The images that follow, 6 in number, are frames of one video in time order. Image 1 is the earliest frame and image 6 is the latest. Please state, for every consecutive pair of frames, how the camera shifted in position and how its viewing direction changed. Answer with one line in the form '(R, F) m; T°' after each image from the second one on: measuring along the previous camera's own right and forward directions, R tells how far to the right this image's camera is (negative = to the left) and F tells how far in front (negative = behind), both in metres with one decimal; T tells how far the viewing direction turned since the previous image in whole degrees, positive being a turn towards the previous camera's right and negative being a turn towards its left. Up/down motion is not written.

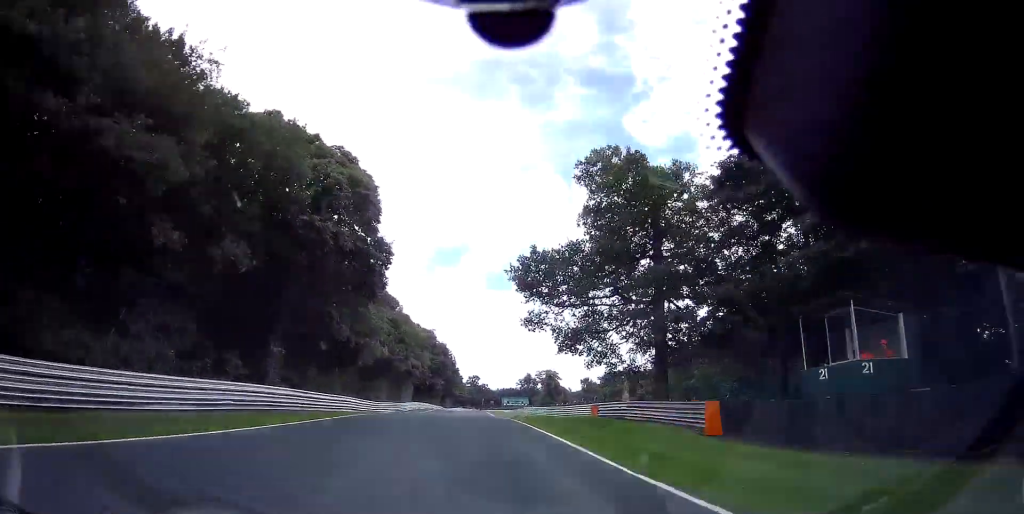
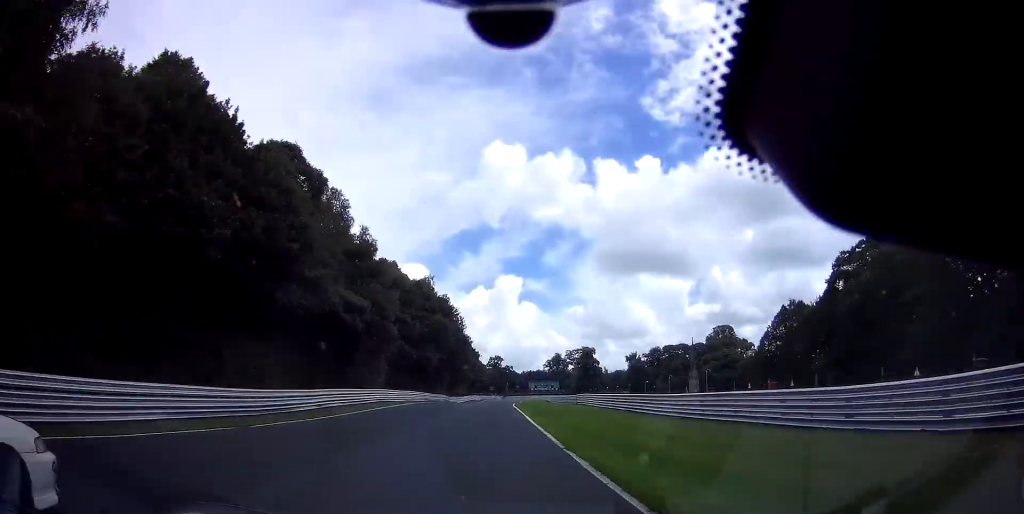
(-2.5, +42.6) m; -4°
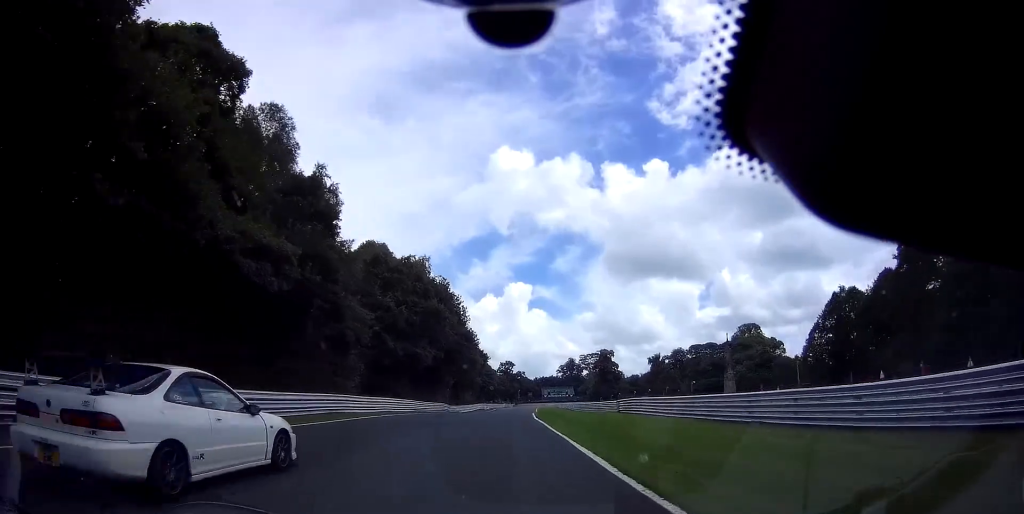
(-0.1, +15.7) m; -1°
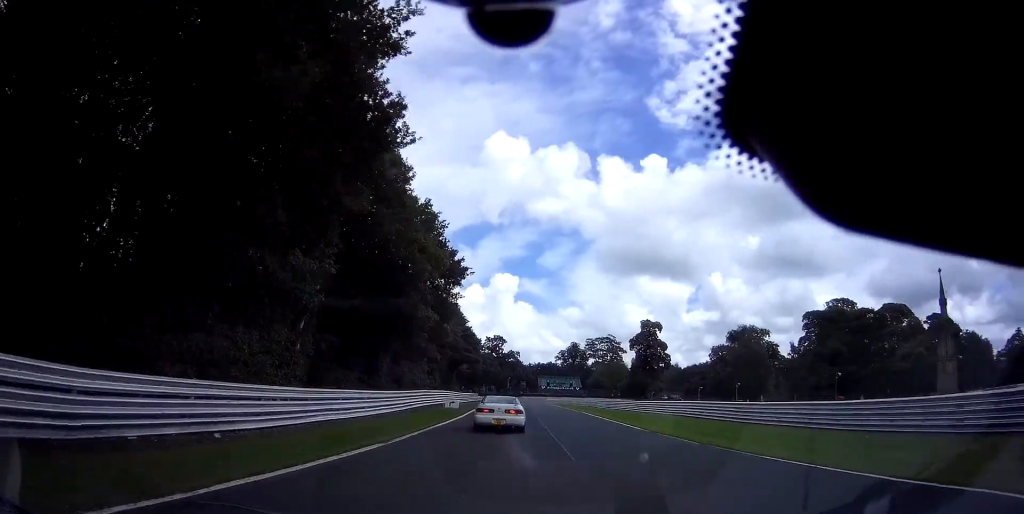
(-0.5, +68.8) m; +1°
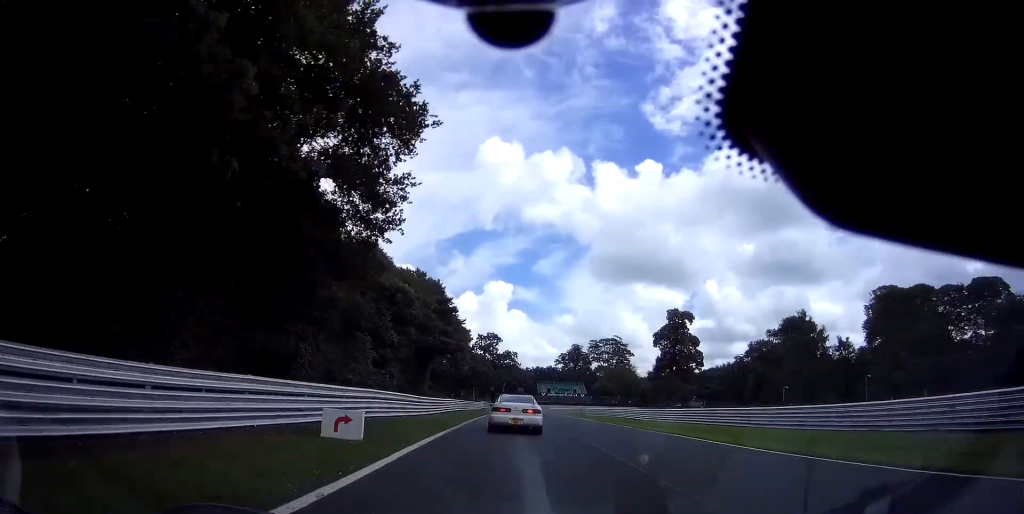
(+0.3, +23.9) m; +2°
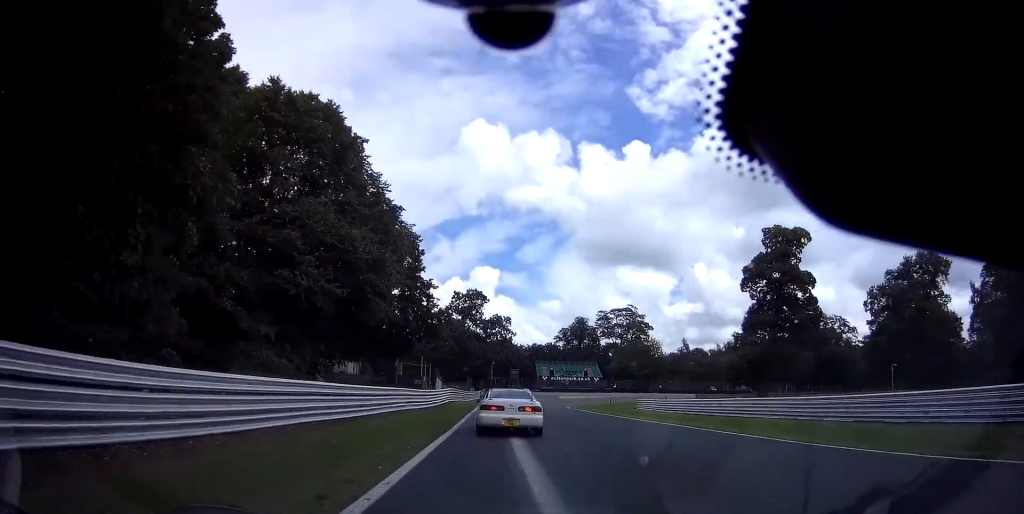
(+1.3, +45.3) m; +1°
